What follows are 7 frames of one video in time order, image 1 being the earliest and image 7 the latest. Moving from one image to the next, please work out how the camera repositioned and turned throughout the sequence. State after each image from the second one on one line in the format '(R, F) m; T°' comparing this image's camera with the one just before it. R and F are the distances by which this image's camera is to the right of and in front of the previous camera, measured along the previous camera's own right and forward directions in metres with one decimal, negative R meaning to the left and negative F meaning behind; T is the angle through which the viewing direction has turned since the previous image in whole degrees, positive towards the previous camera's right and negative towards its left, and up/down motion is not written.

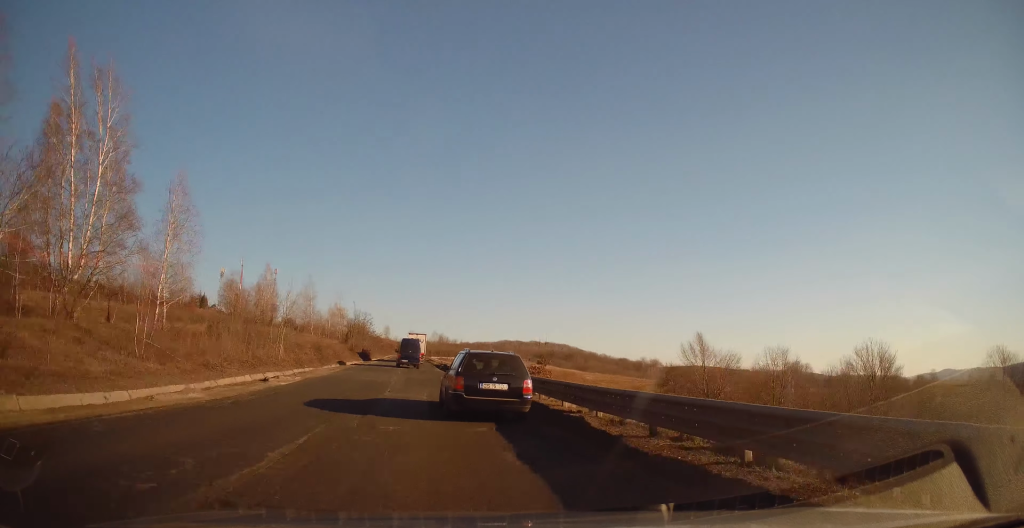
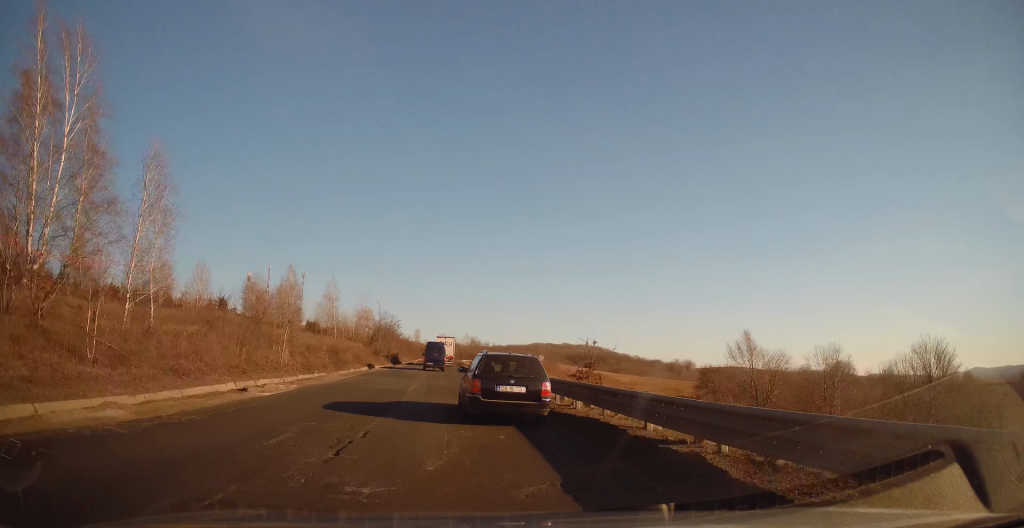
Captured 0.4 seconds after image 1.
(-0.1, +4.2) m; -4°
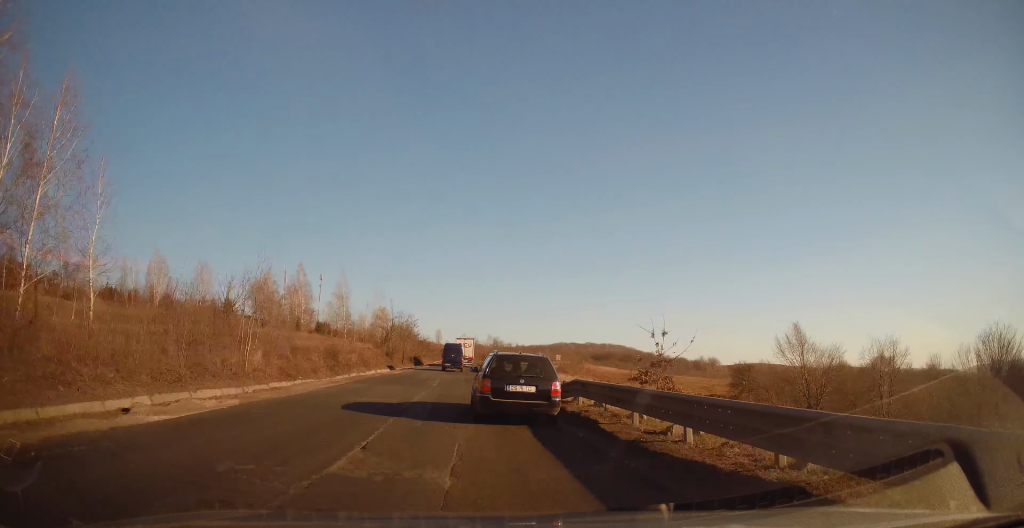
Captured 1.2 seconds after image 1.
(-0.3, +6.5) m; -3°
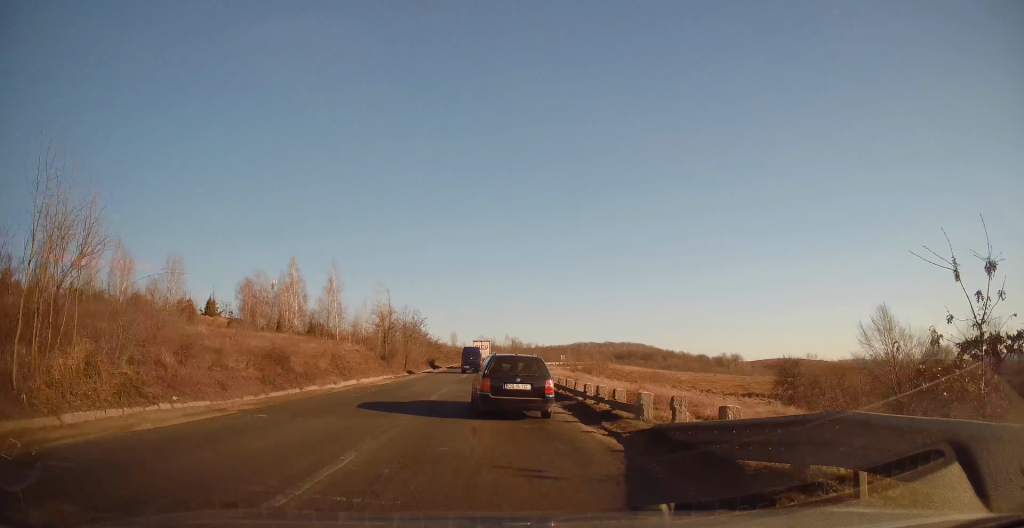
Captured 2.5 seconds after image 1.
(-0.4, +11.8) m; -1°
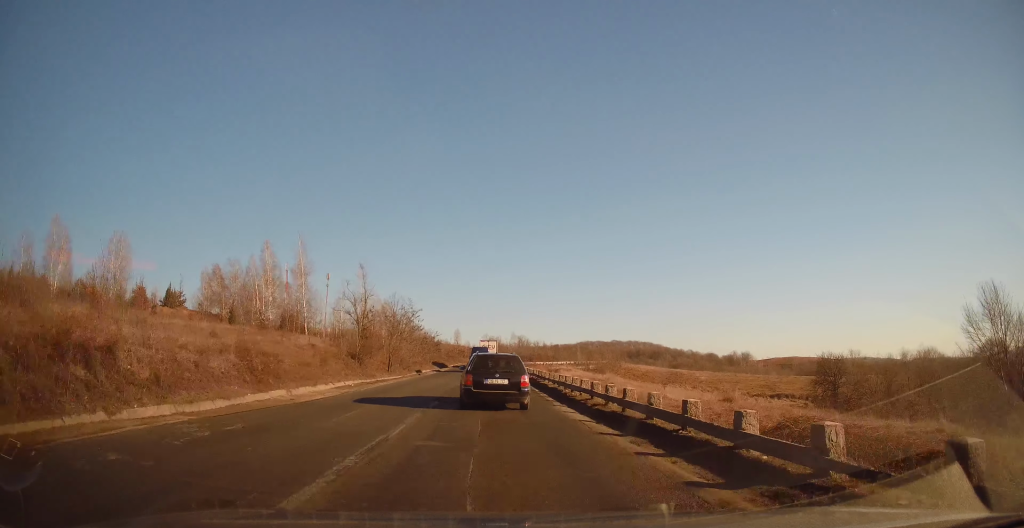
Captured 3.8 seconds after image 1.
(-0.1, +12.5) m; -2°
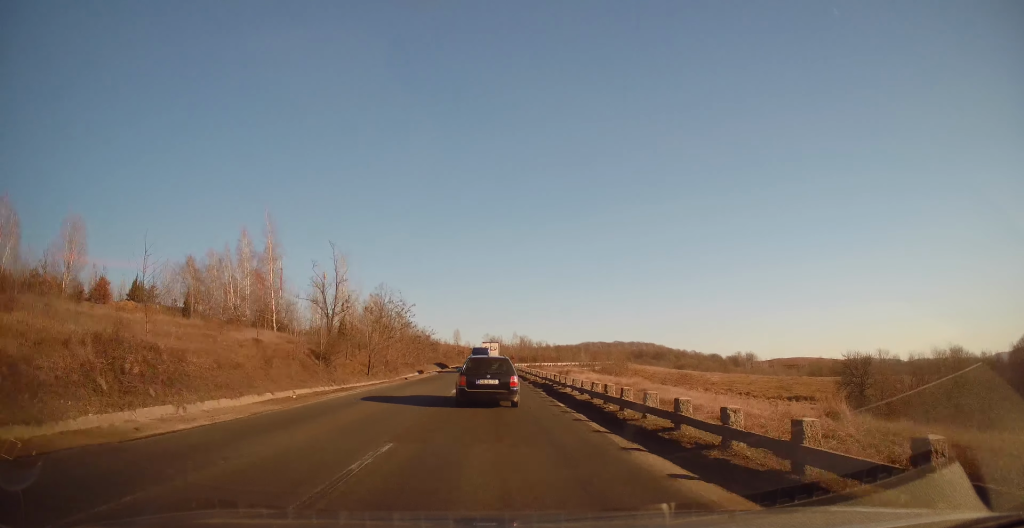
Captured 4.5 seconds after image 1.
(-0.3, +7.6) m; 0°
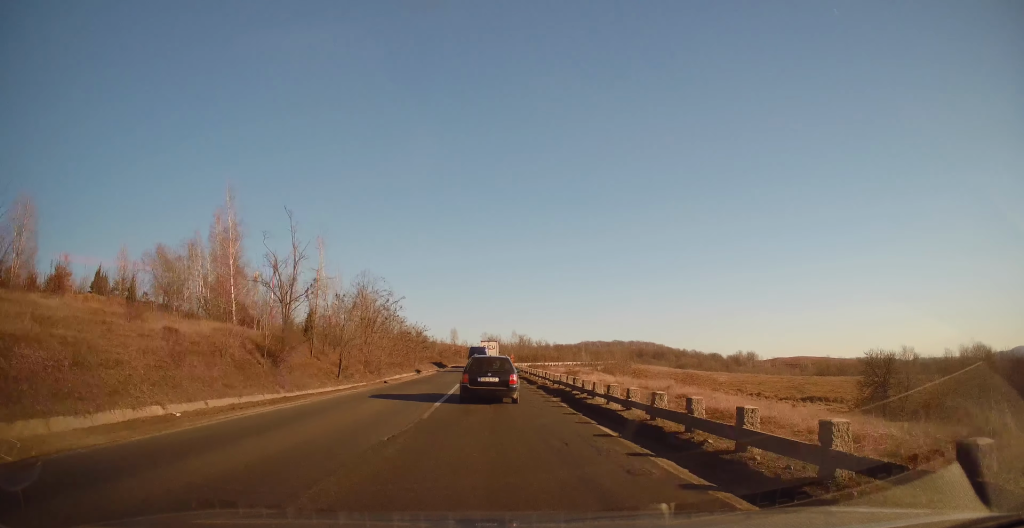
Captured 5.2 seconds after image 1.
(+0.2, +6.7) m; +3°
